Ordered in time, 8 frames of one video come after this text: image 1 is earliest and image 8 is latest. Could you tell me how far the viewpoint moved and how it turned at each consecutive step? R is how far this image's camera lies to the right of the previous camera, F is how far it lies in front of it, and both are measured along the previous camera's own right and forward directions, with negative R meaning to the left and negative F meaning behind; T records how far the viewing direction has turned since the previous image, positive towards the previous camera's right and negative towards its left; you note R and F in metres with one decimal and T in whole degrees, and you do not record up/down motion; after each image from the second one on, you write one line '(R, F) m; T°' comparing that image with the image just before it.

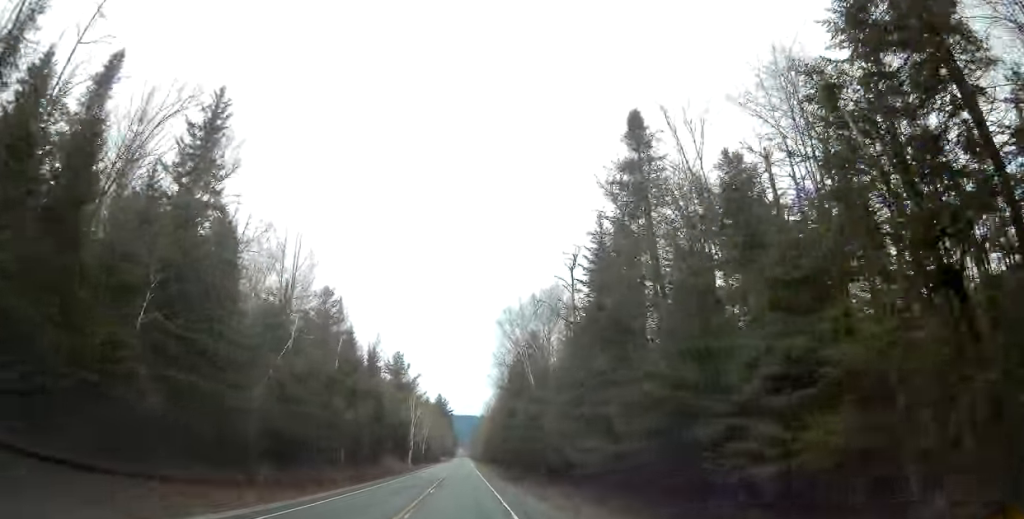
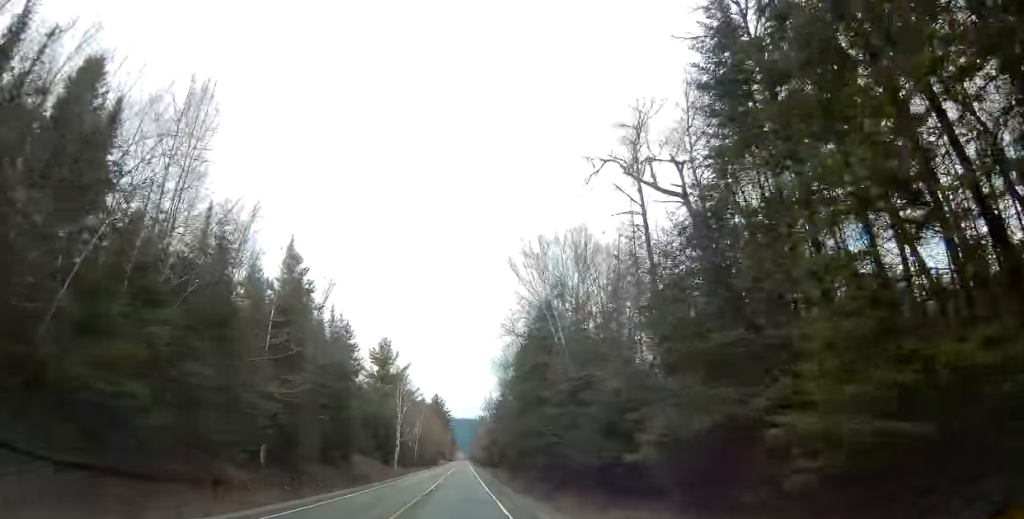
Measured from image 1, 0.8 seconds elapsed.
(+0.1, +18.3) m; 0°
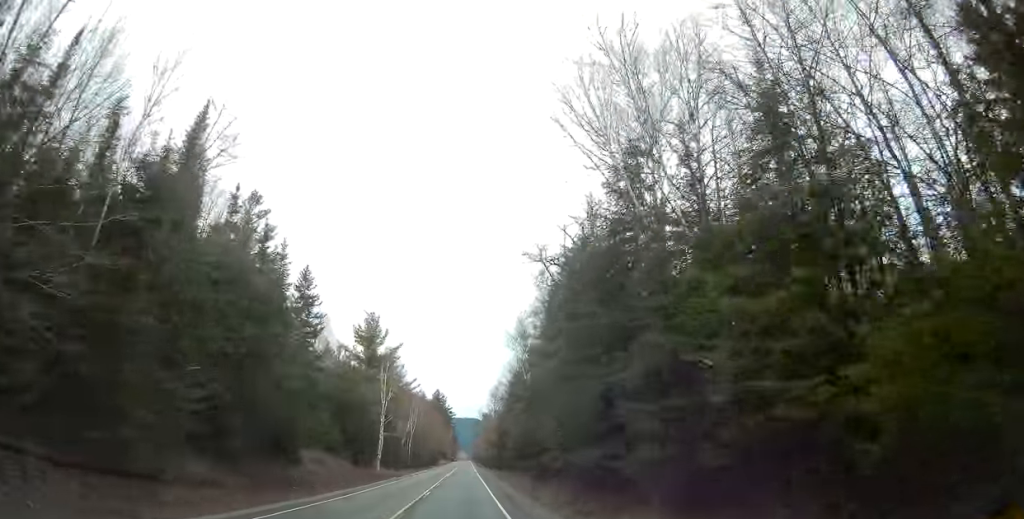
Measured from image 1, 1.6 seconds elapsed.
(-0.1, +19.1) m; 0°
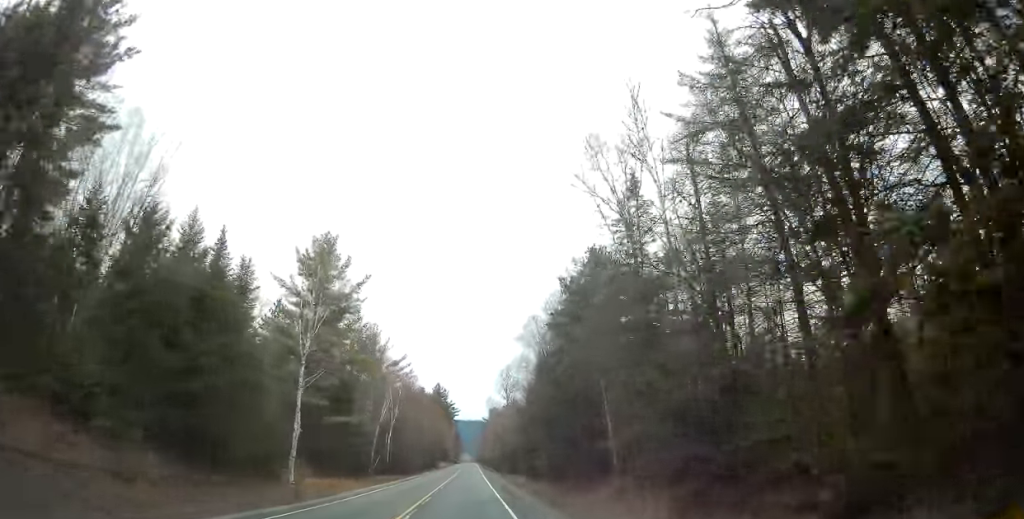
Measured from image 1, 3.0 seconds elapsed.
(0.0, +35.2) m; +1°
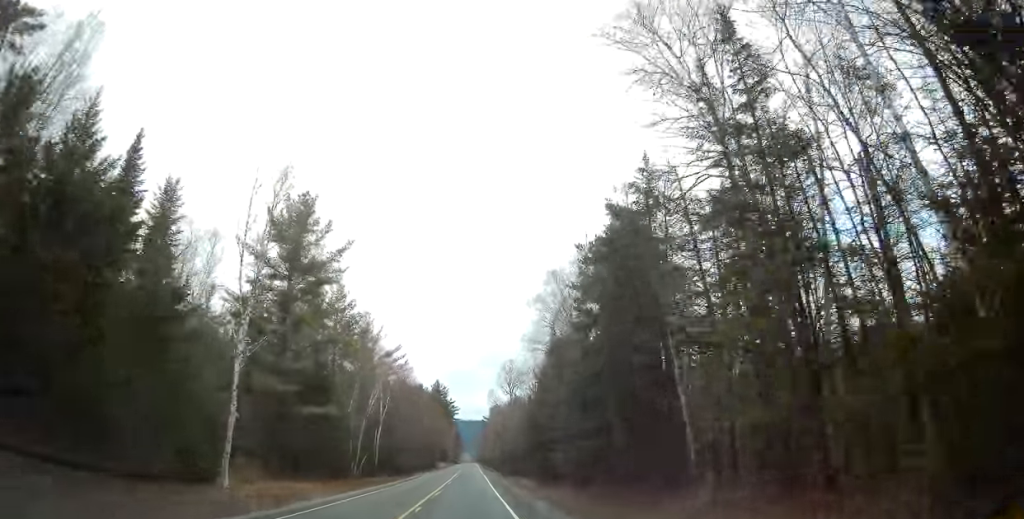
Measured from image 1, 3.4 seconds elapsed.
(+0.2, +9.6) m; 0°
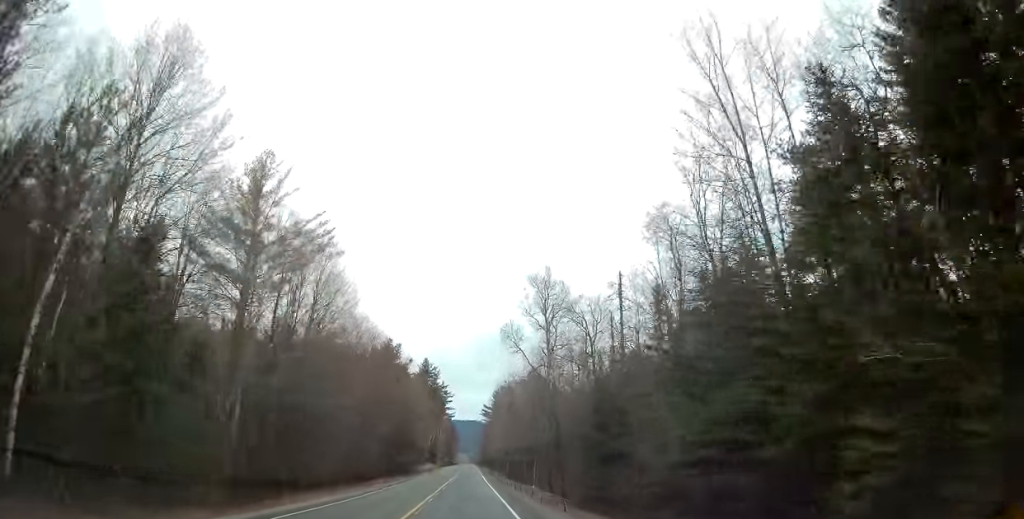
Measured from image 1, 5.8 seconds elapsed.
(-1.1, +57.2) m; -2°
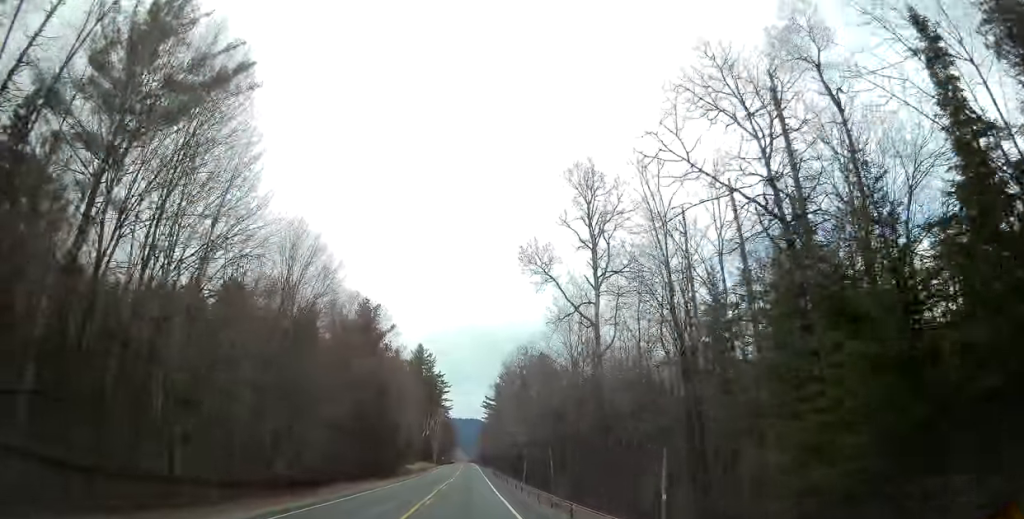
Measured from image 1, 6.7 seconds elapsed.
(+0.3, +22.9) m; 0°
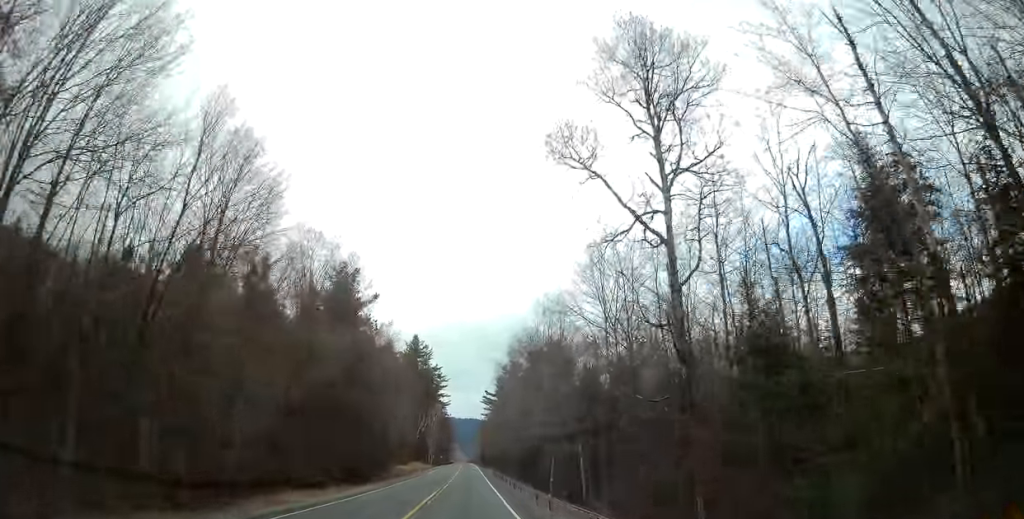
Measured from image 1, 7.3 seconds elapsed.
(-0.1, +13.9) m; 0°
